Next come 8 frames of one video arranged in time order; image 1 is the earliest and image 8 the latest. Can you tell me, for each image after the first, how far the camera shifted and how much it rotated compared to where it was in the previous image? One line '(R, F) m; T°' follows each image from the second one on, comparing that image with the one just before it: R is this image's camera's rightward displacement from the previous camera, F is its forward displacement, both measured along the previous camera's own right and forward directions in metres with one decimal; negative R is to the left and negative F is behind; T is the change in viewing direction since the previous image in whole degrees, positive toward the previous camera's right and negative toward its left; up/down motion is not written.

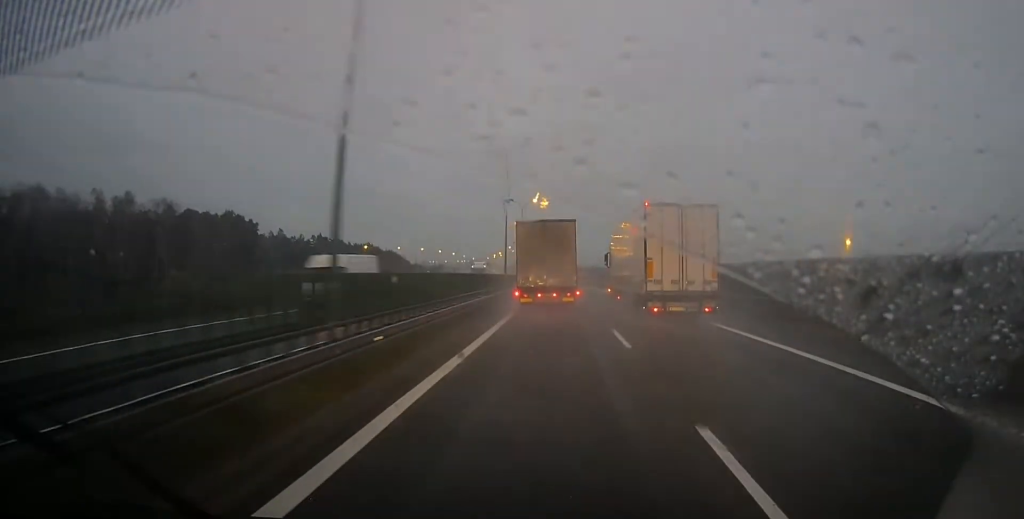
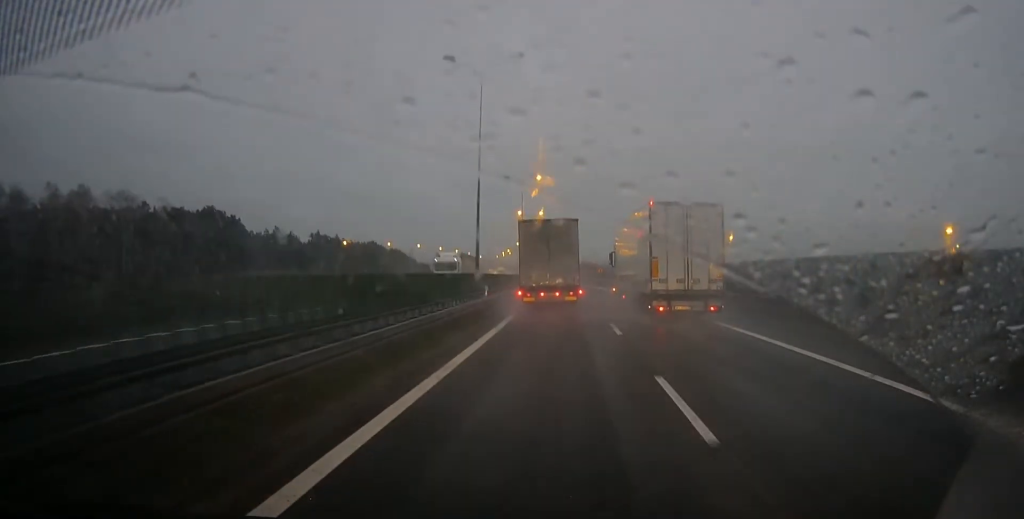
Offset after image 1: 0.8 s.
(-0.1, +20.7) m; -1°
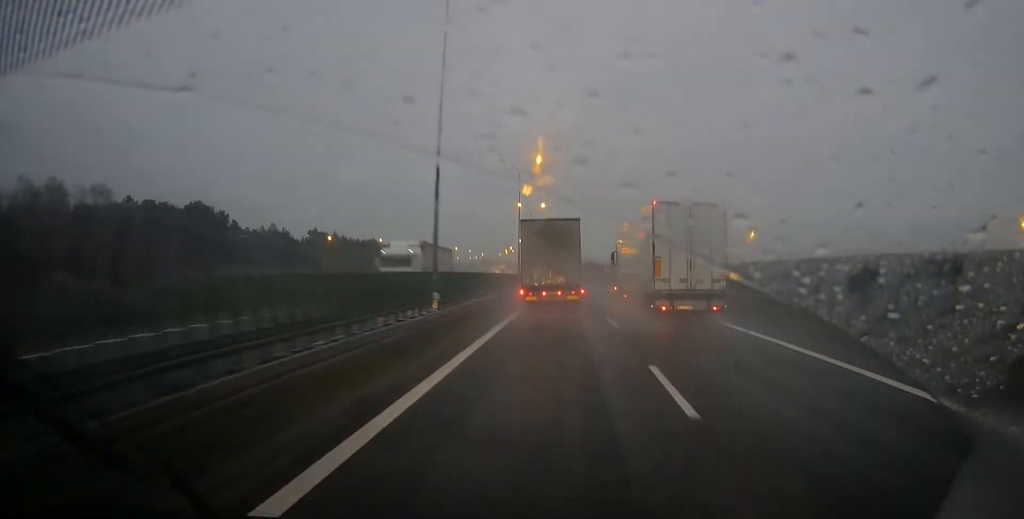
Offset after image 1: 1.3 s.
(-0.1, +10.7) m; 0°
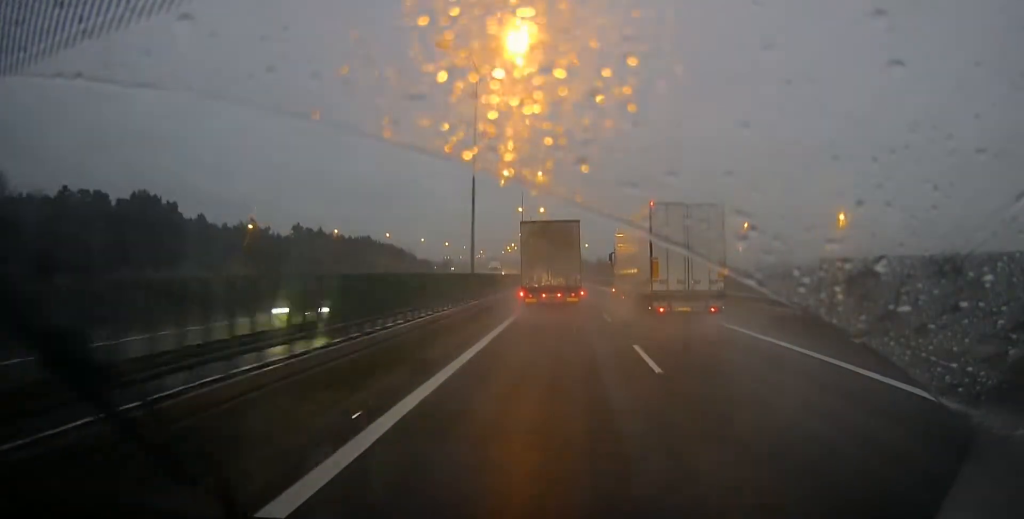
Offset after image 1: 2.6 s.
(-0.4, +32.1) m; -1°
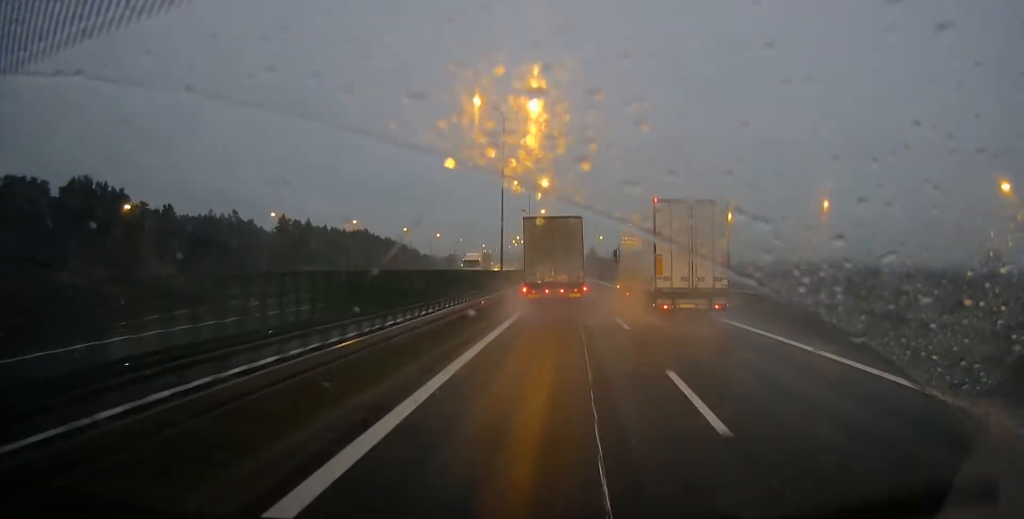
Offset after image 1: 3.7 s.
(0.0, +28.0) m; -1°
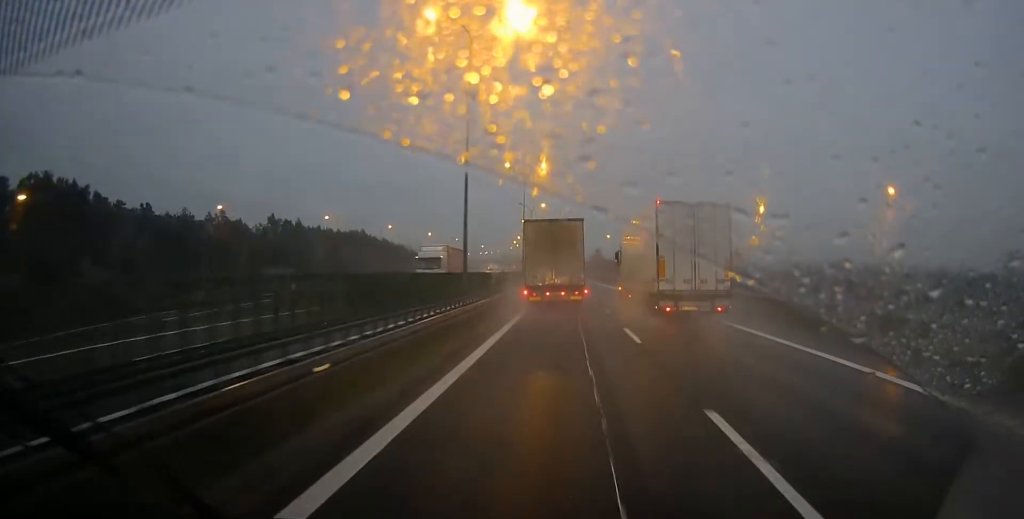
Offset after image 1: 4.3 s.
(-0.2, +14.9) m; -1°
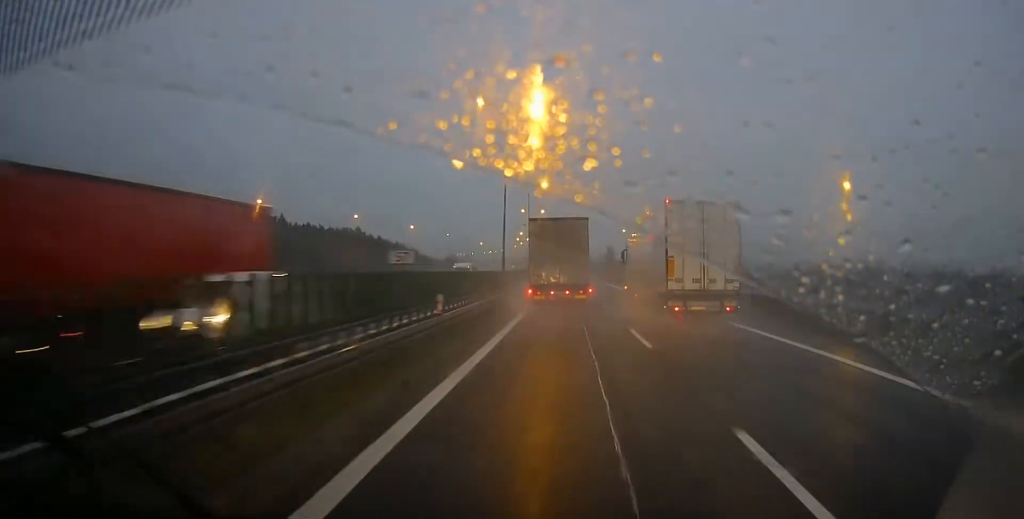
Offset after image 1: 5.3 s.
(-0.2, +25.0) m; -1°
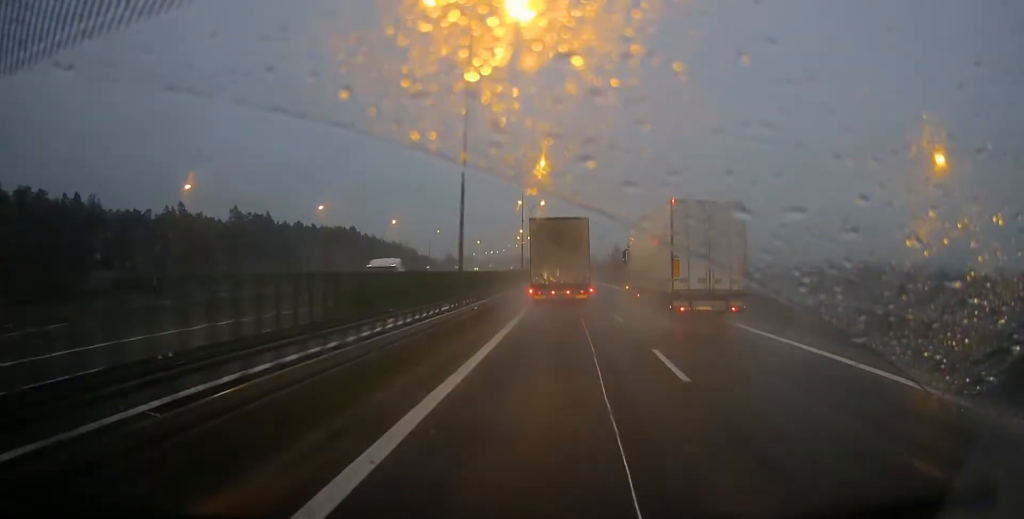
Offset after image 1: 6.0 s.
(-0.1, +16.7) m; 0°
